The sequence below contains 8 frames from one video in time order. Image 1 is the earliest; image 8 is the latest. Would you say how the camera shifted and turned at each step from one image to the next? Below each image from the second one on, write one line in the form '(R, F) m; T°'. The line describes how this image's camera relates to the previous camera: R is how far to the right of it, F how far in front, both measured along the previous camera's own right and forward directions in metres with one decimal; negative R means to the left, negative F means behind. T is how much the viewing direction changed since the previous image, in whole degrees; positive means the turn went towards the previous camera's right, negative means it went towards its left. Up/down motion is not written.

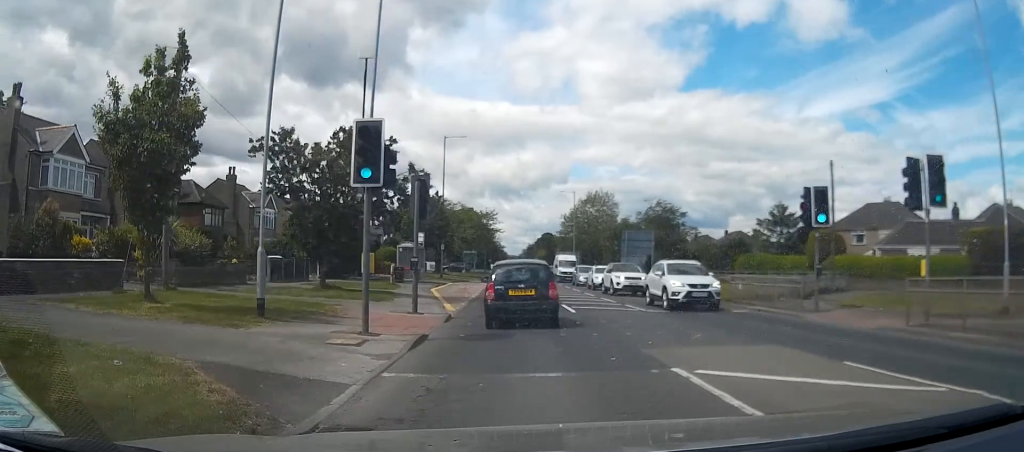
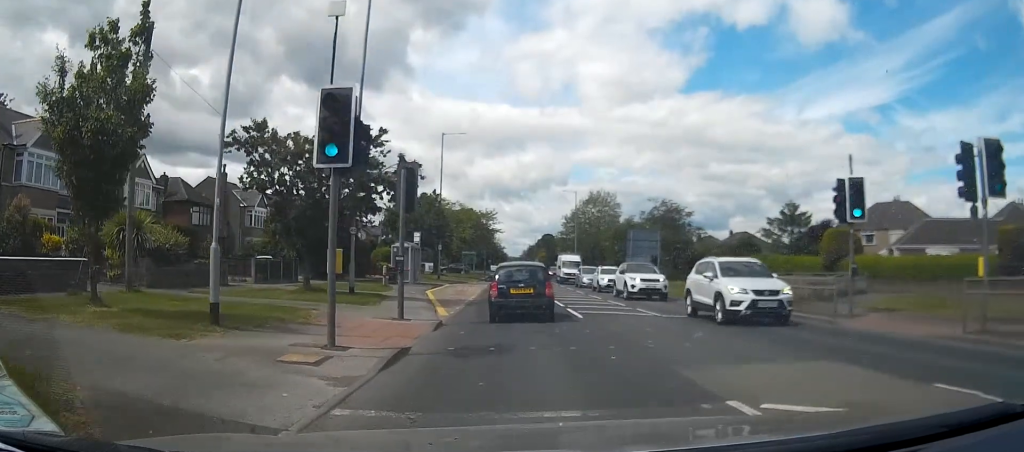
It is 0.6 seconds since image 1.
(0.0, +2.4) m; -3°
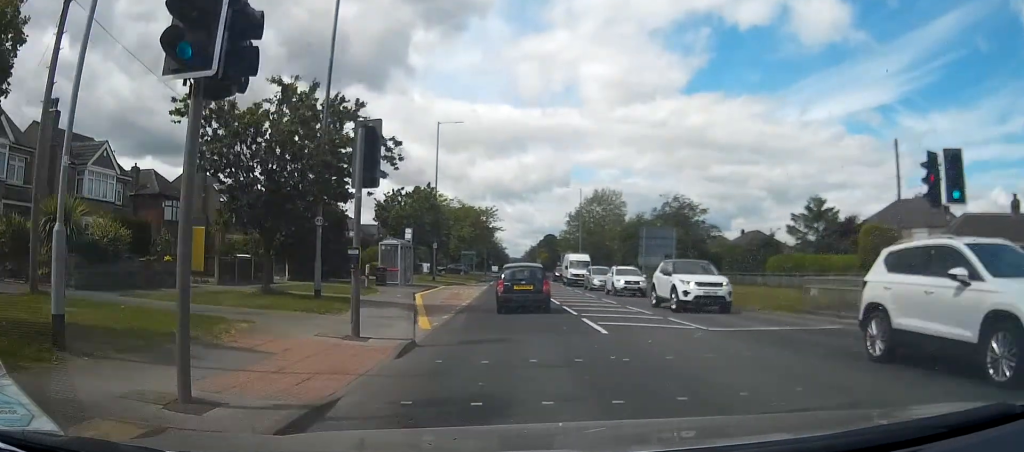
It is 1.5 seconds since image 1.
(-0.3, +4.8) m; -1°
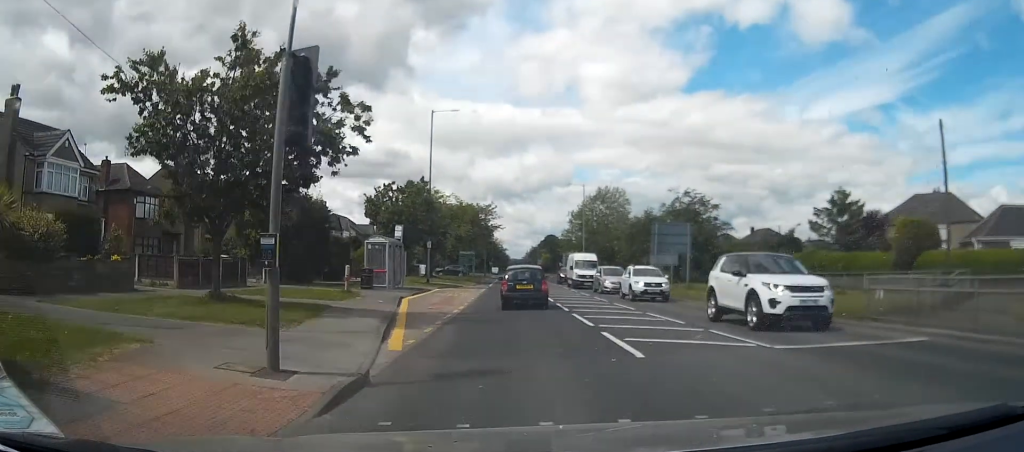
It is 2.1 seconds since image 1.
(0.0, +3.9) m; +1°
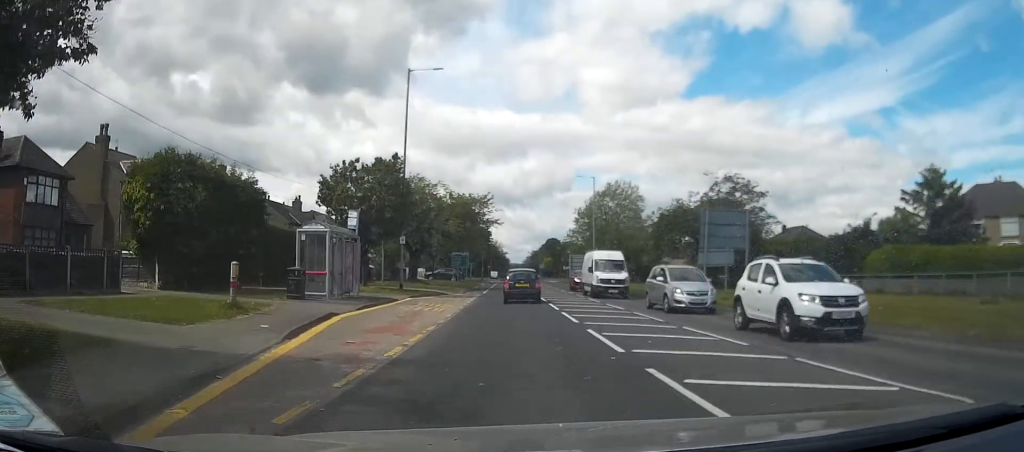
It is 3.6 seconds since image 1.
(+0.5, +11.1) m; +2°
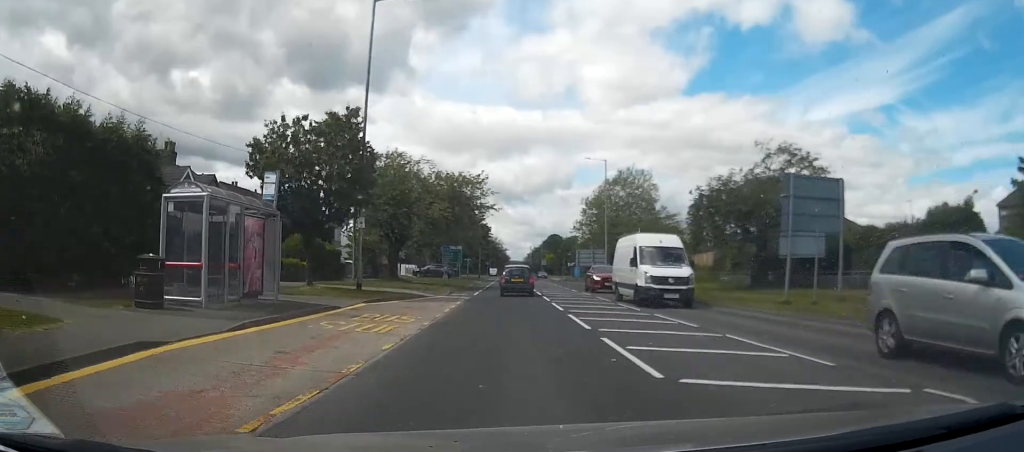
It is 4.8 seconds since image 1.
(-0.1, +9.8) m; -4°
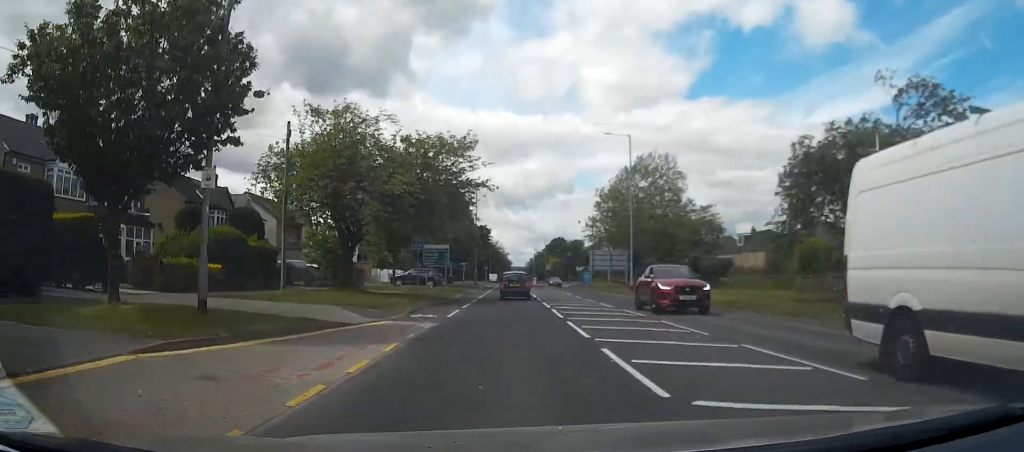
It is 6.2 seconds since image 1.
(-0.5, +13.7) m; -2°
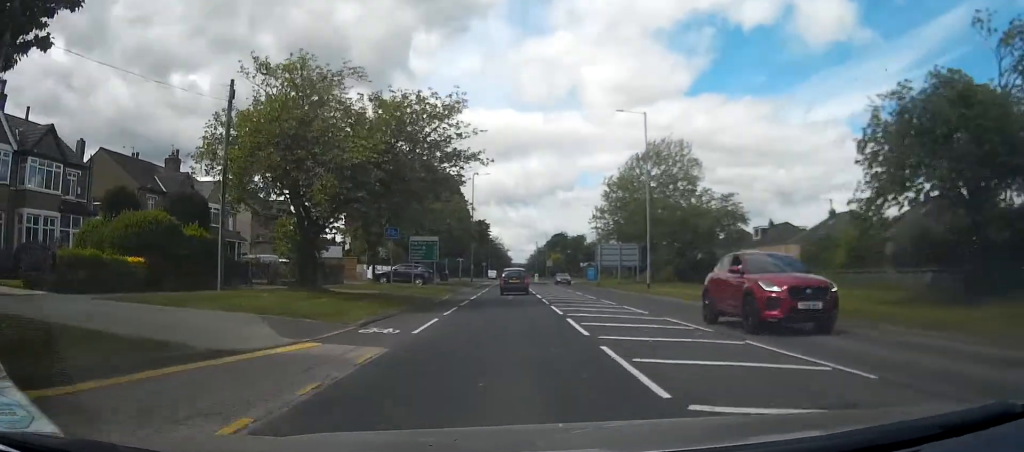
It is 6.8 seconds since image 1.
(0.0, +6.5) m; 0°
